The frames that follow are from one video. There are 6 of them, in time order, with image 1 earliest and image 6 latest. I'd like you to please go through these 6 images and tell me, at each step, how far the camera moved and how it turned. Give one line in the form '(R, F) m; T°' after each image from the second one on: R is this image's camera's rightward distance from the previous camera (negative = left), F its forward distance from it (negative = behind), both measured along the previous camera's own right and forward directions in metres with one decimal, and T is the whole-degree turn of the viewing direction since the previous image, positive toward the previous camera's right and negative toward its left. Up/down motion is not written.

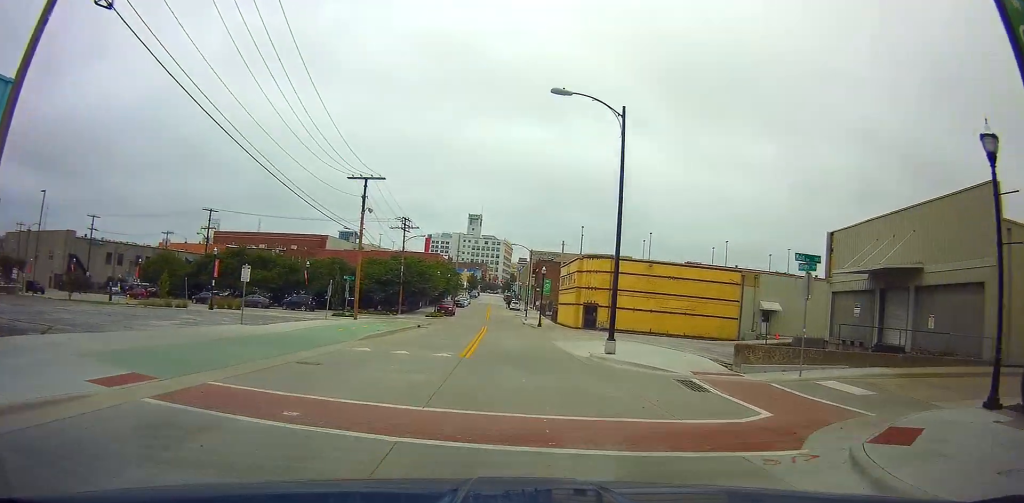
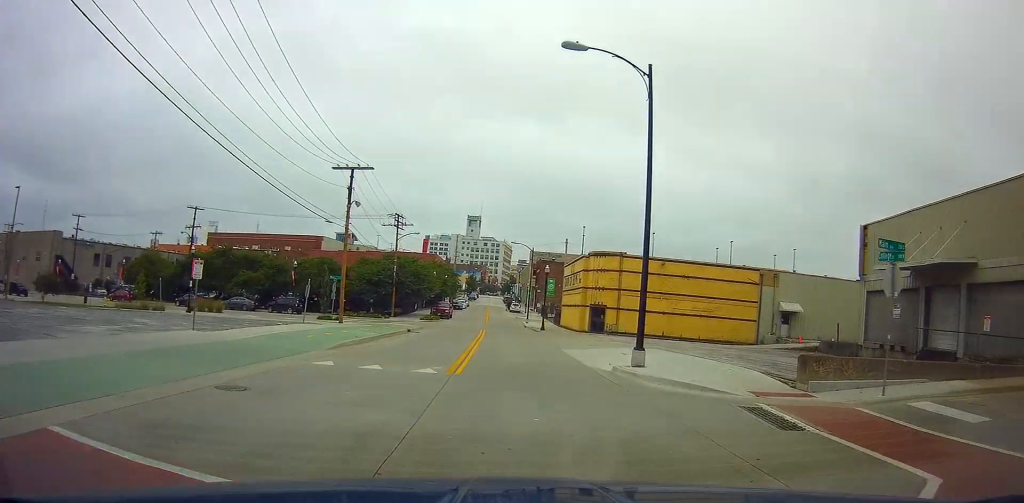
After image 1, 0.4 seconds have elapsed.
(+0.1, +4.0) m; 0°
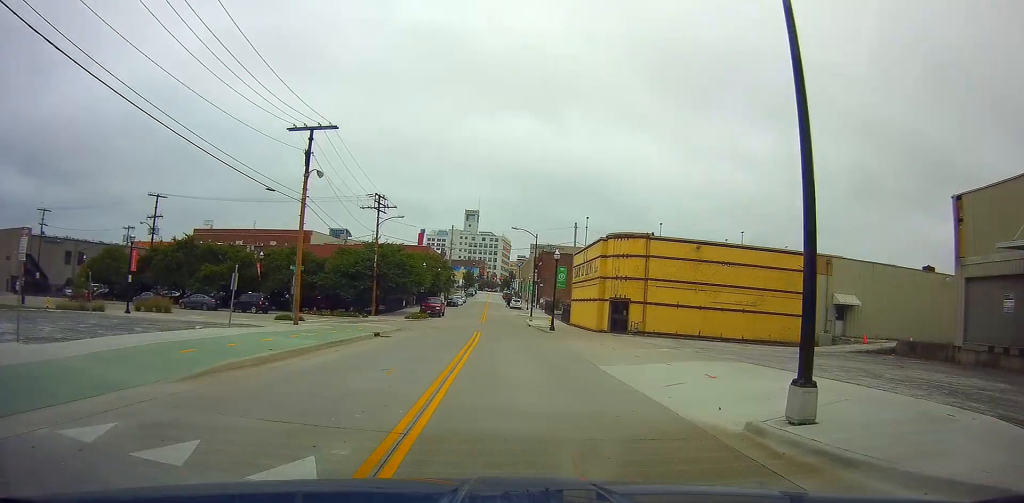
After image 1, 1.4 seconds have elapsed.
(0.0, +8.9) m; -1°
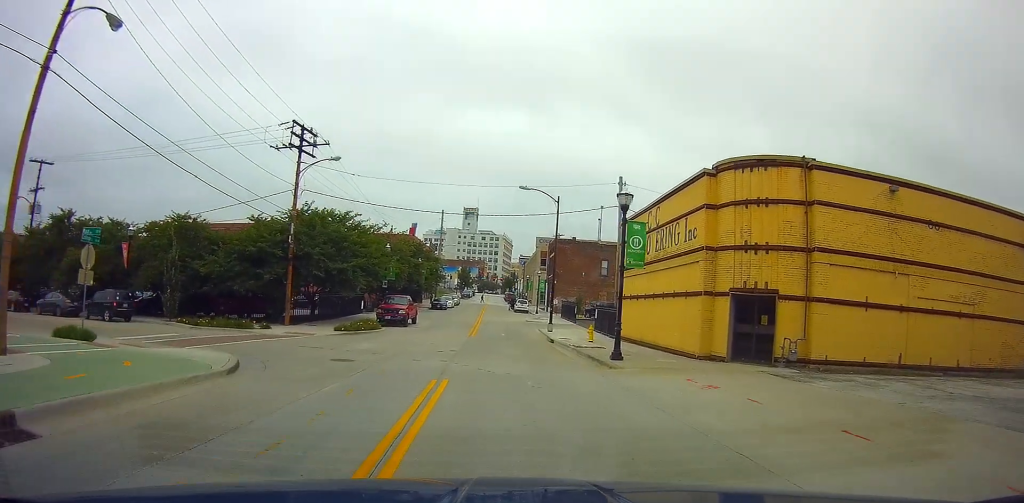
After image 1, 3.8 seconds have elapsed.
(+0.1, +20.7) m; +1°
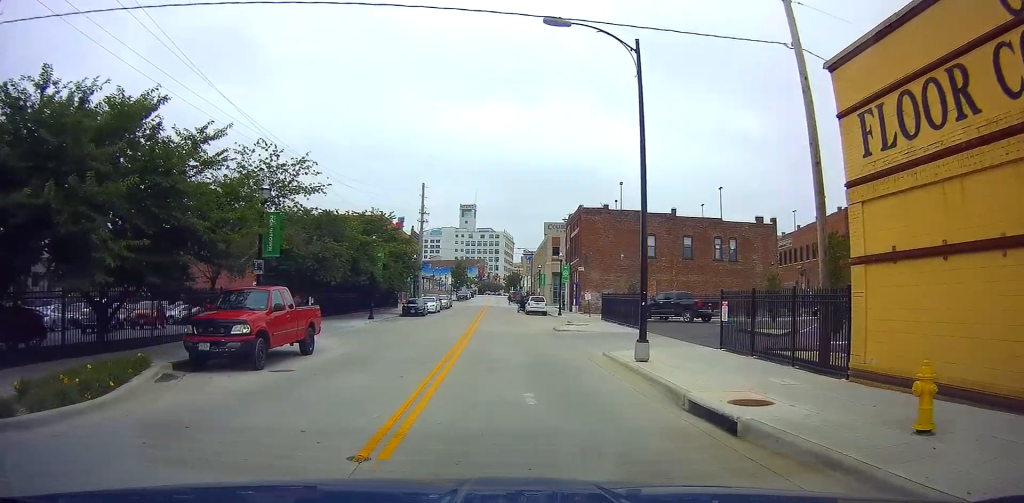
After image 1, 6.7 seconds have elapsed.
(-0.6, +22.8) m; 0°
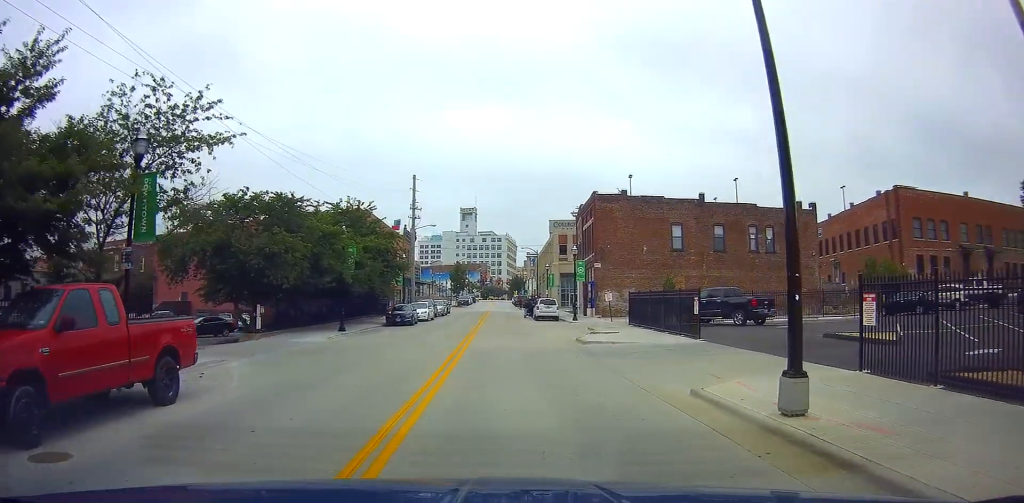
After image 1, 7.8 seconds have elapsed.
(+0.2, +7.5) m; -1°
